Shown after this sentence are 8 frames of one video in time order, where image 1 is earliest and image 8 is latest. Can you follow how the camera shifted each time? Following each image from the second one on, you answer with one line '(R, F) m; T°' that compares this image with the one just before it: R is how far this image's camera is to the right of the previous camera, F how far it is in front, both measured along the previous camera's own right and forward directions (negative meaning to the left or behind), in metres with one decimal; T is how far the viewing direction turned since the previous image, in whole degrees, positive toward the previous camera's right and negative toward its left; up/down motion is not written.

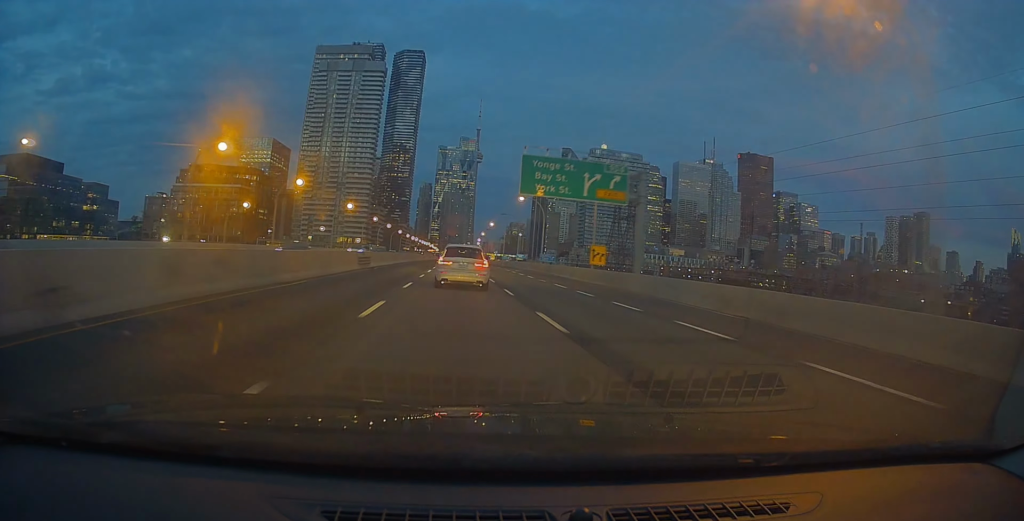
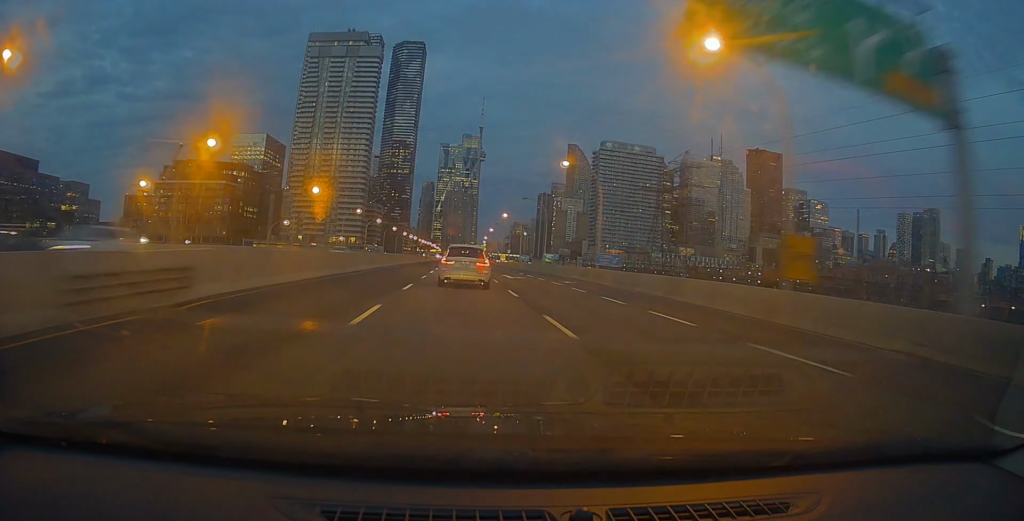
(-0.6, +27.4) m; 0°
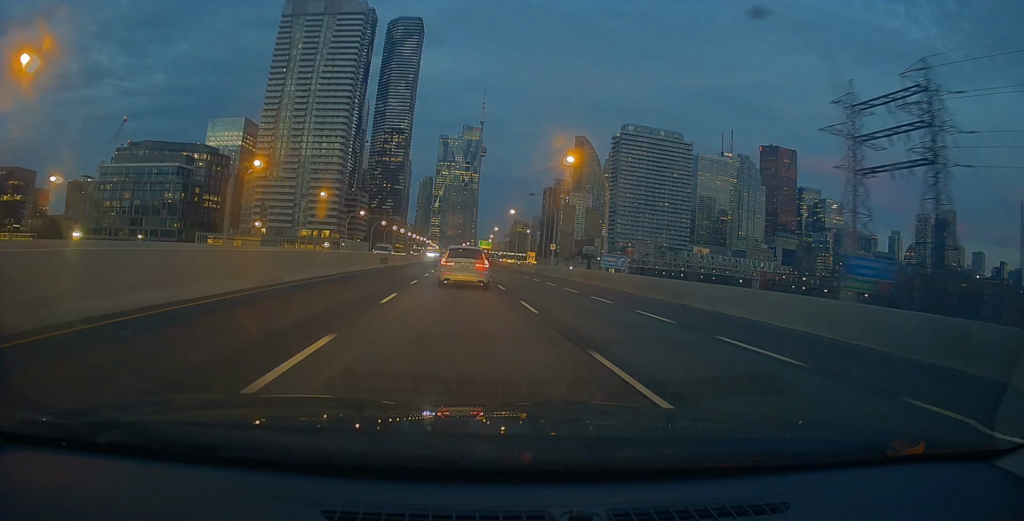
(+0.2, +57.6) m; -1°
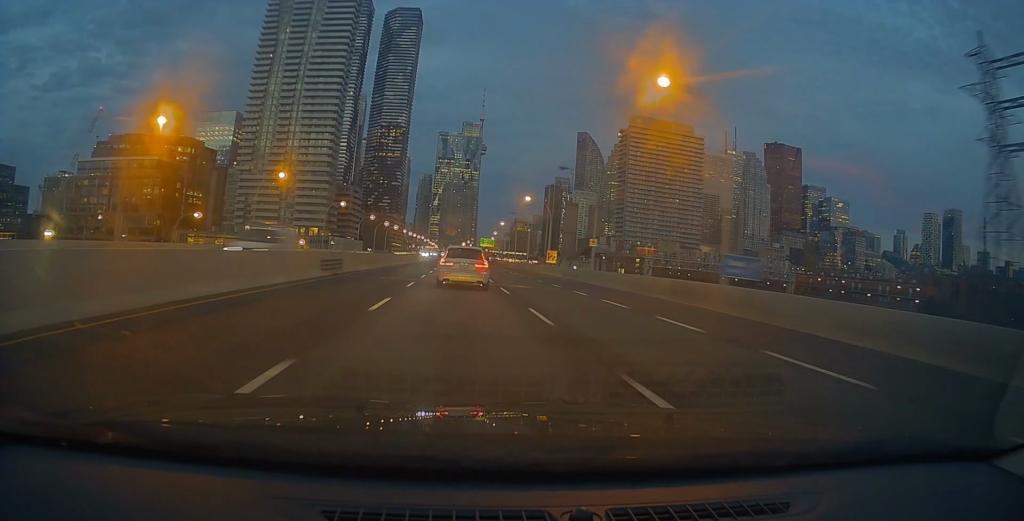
(+0.1, +19.6) m; 0°
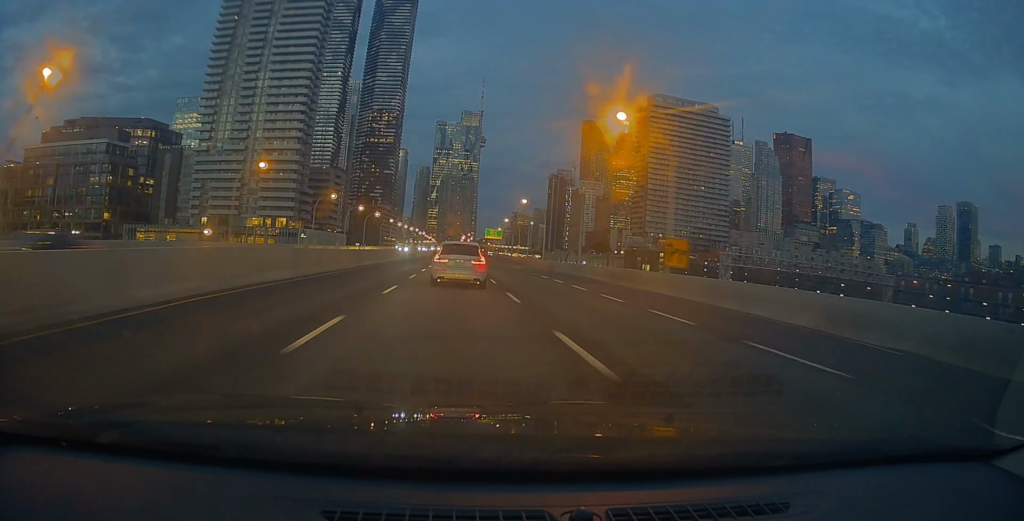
(+0.6, +40.7) m; +1°
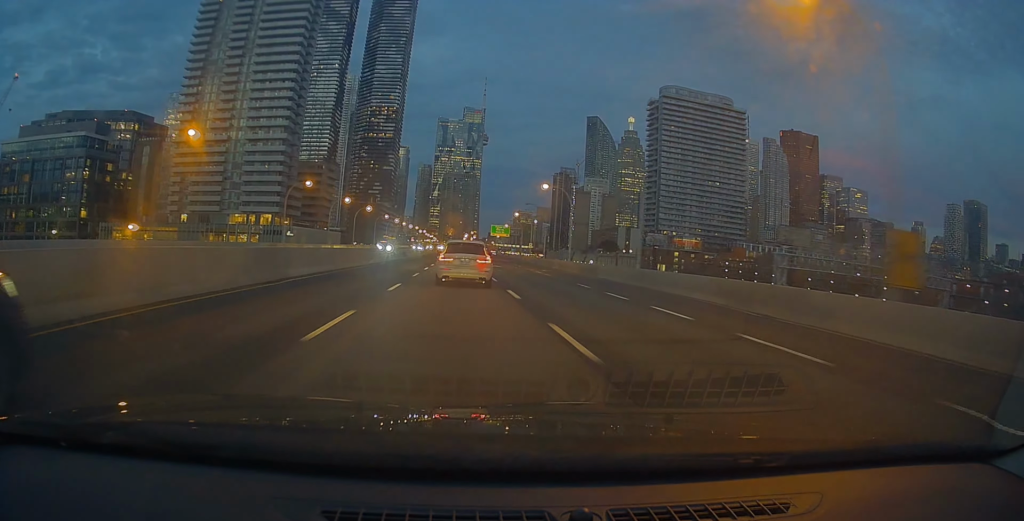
(+0.3, +17.3) m; 0°
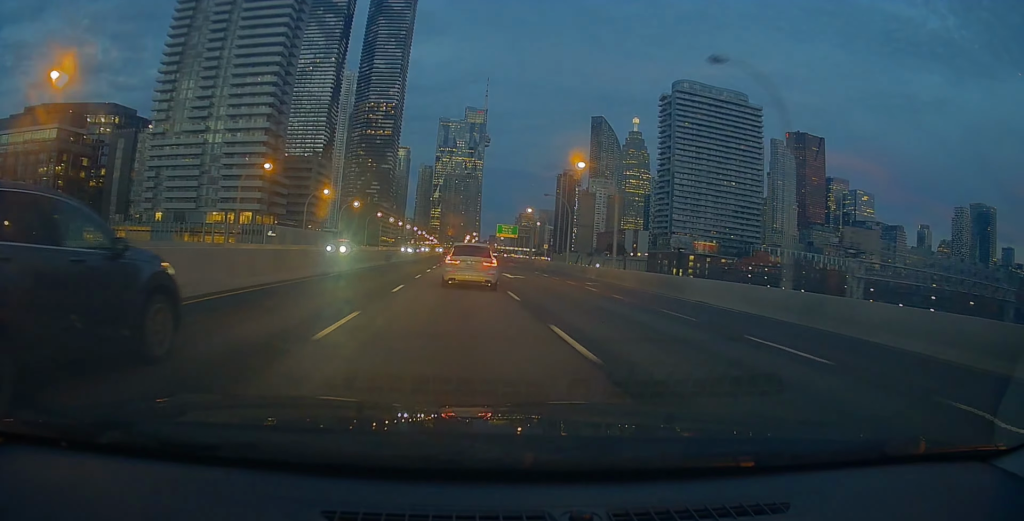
(-0.4, +17.8) m; 0°
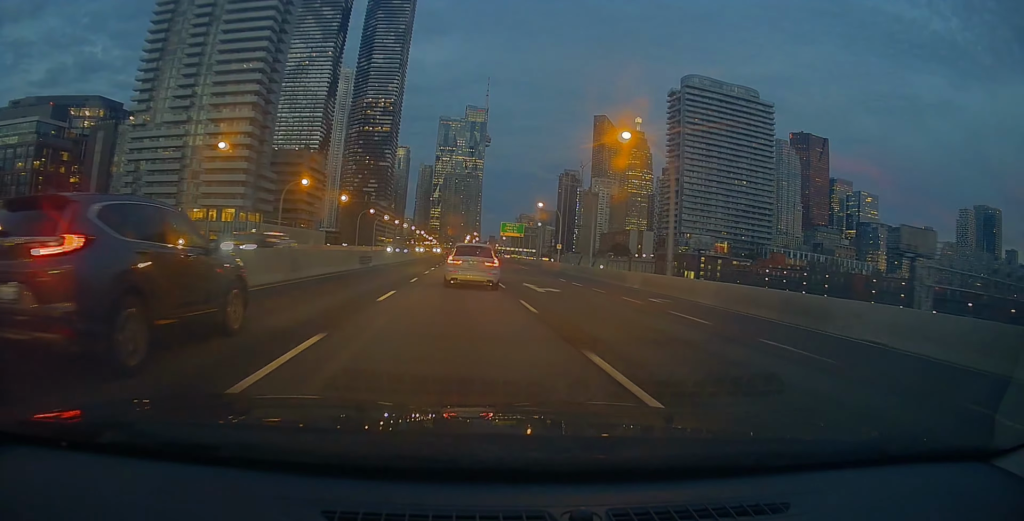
(-0.1, +12.4) m; 0°
